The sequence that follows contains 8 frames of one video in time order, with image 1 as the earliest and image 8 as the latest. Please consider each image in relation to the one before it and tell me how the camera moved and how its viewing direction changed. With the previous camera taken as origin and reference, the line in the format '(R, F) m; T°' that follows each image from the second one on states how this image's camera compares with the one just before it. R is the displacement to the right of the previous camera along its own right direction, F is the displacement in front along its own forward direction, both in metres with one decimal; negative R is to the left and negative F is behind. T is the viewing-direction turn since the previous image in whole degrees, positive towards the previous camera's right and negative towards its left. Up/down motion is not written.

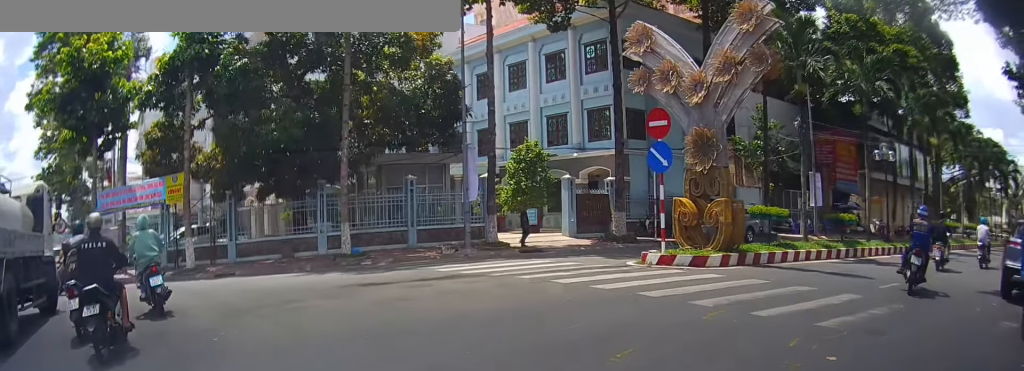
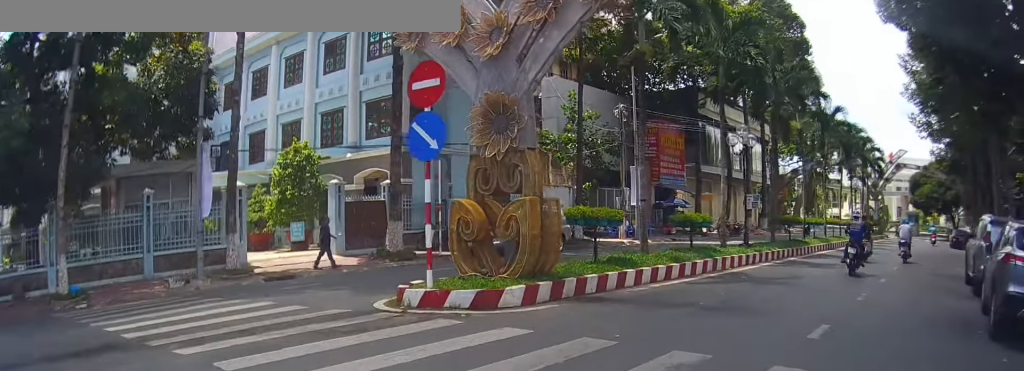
(+0.5, +3.4) m; +23°
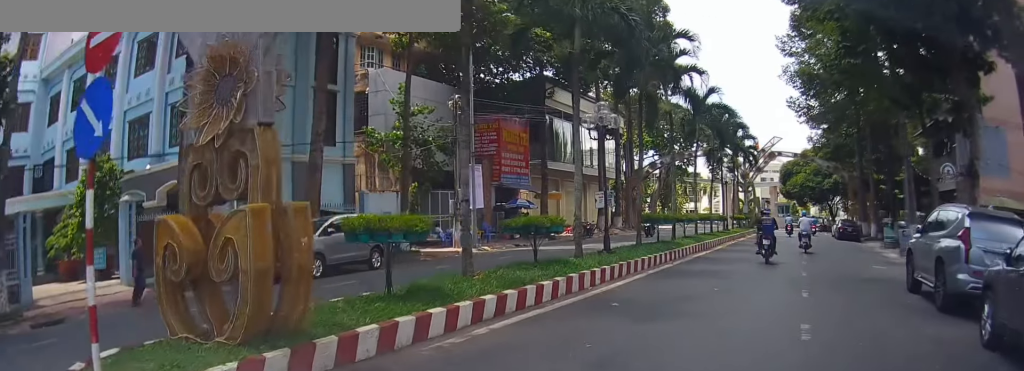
(+0.5, +2.8) m; +13°
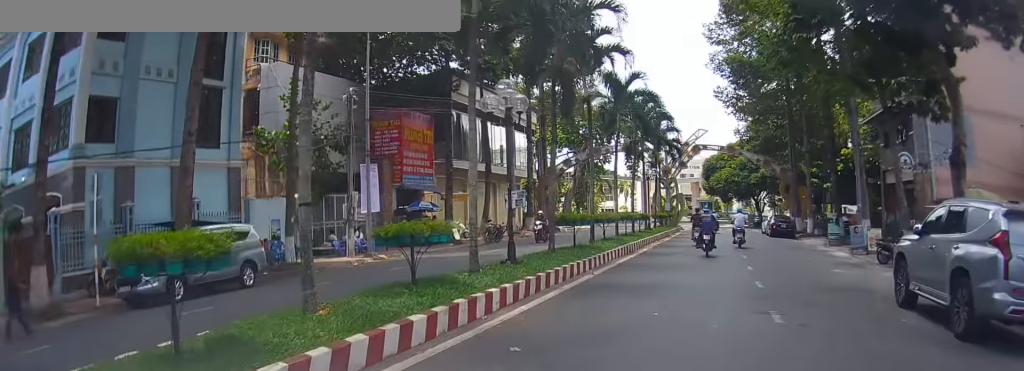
(+0.2, +2.1) m; +8°
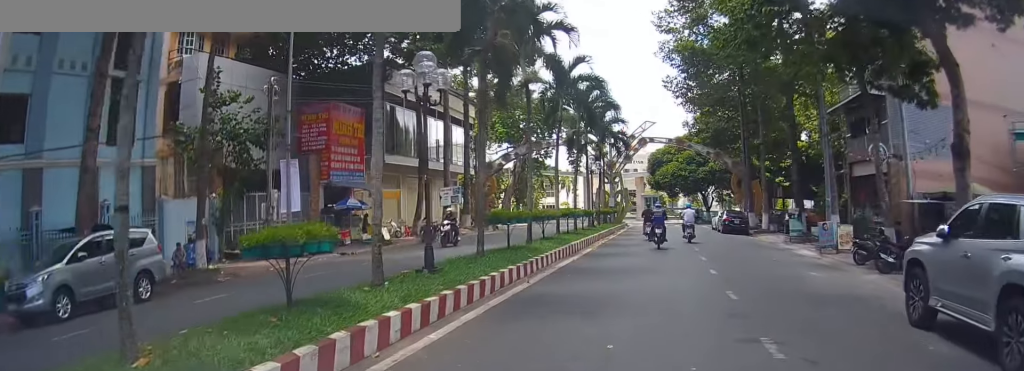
(0.0, +1.6) m; +4°
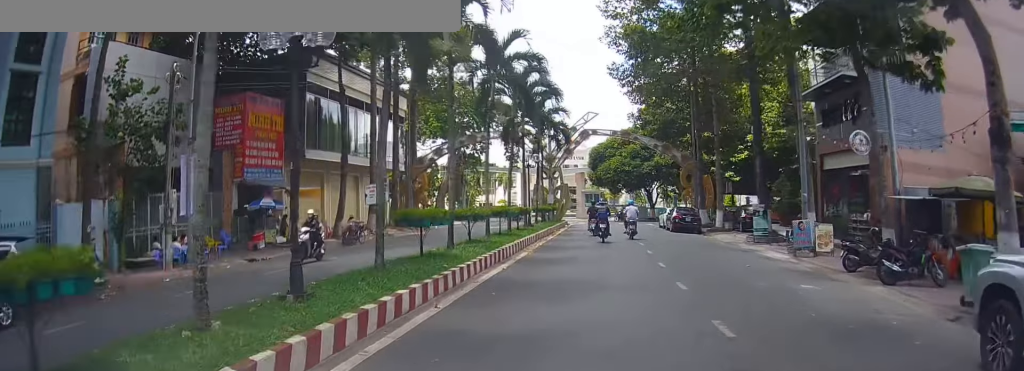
(+0.1, +2.3) m; +7°
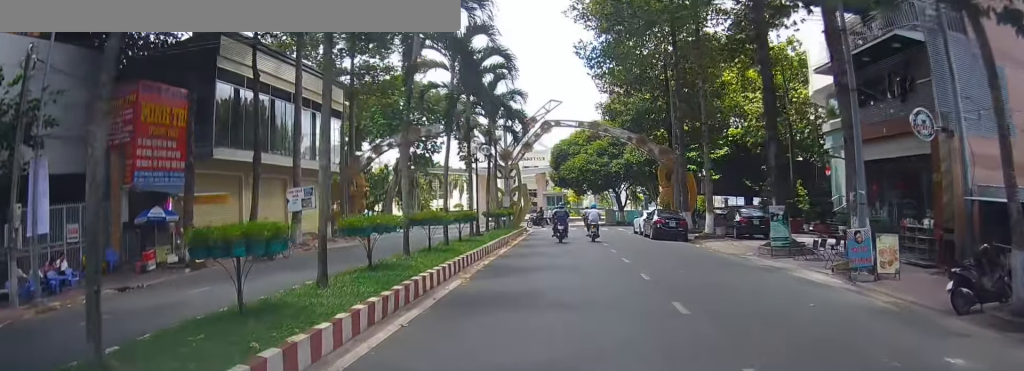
(+0.6, +4.6) m; +12°
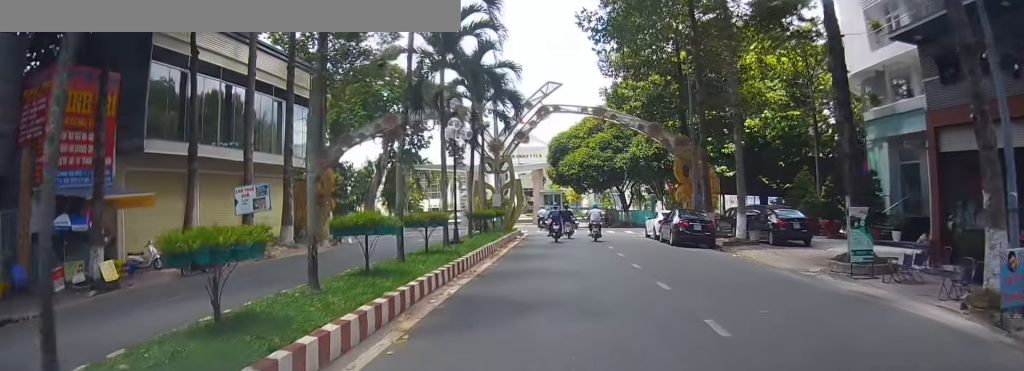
(+0.3, +5.8) m; +3°
